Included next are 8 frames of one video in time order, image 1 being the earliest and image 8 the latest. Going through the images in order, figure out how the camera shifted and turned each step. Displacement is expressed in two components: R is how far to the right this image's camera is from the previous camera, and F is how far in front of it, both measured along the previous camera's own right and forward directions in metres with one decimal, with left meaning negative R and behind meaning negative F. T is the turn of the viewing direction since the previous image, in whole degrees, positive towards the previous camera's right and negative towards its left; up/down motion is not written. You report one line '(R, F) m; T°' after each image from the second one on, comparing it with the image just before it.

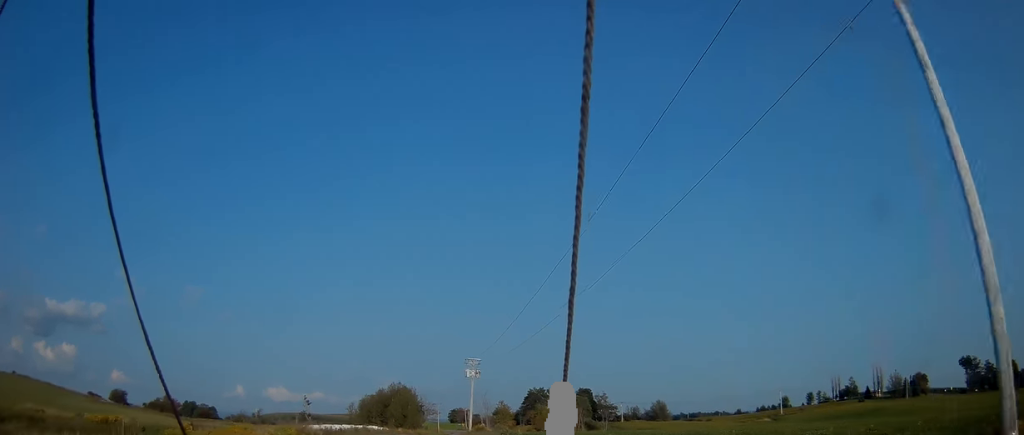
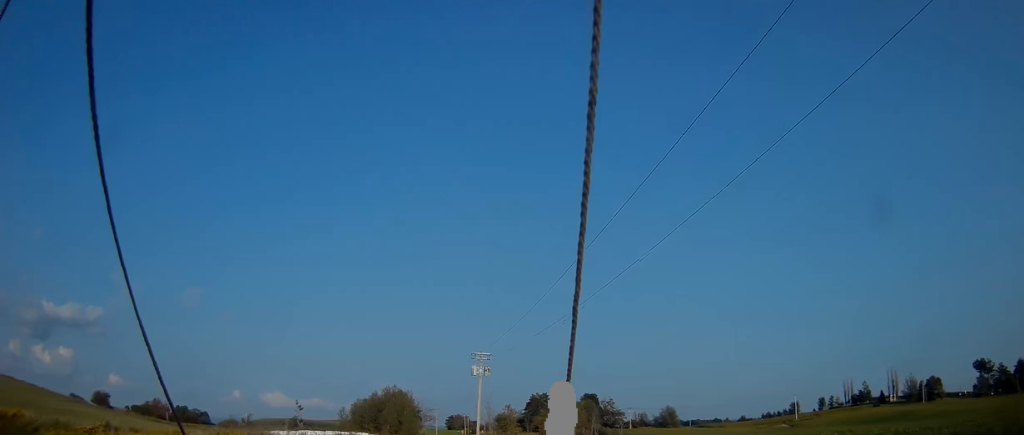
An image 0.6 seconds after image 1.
(-0.1, +14.2) m; +1°
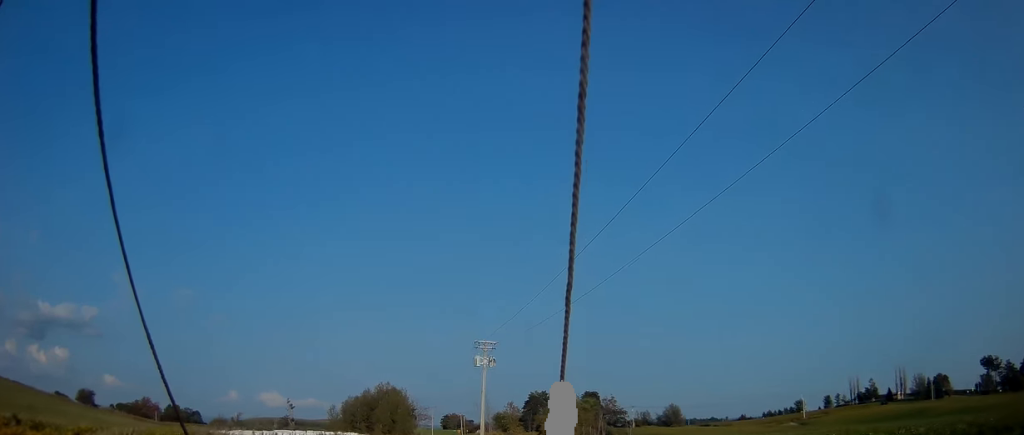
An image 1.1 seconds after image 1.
(+0.2, +9.6) m; 0°
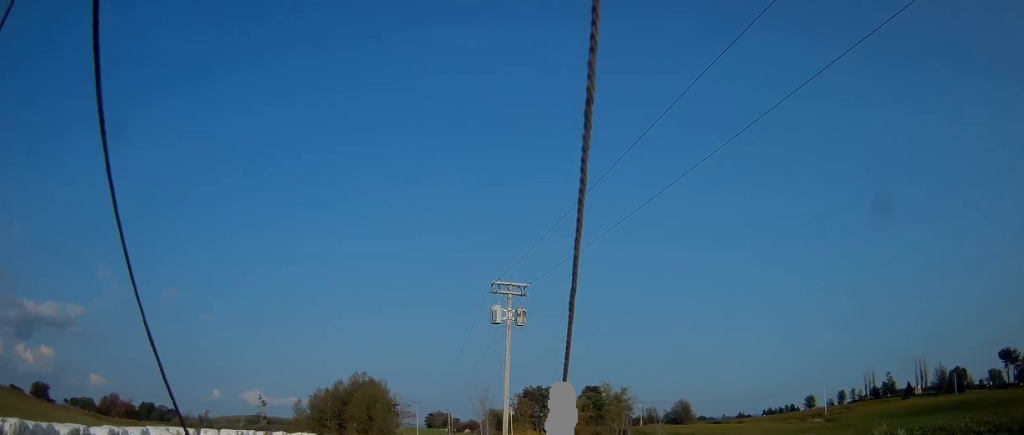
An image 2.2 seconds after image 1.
(+0.2, +25.7) m; 0°
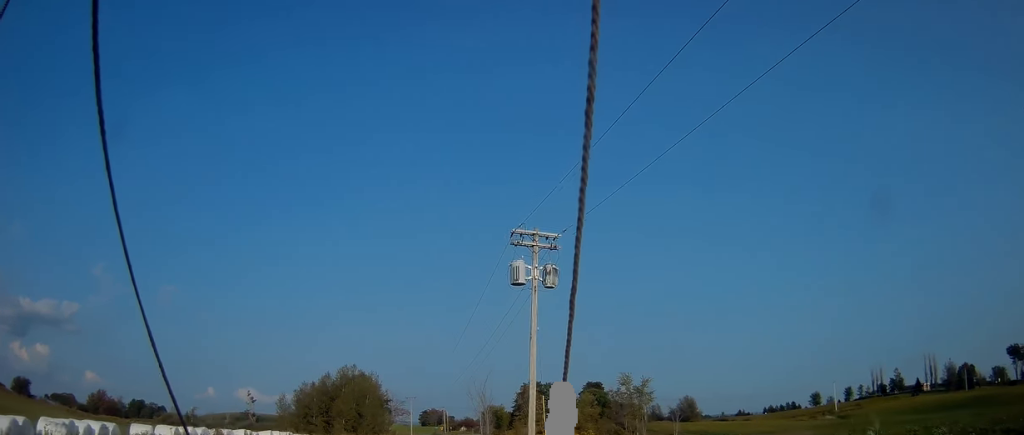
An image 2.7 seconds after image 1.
(0.0, +10.2) m; 0°
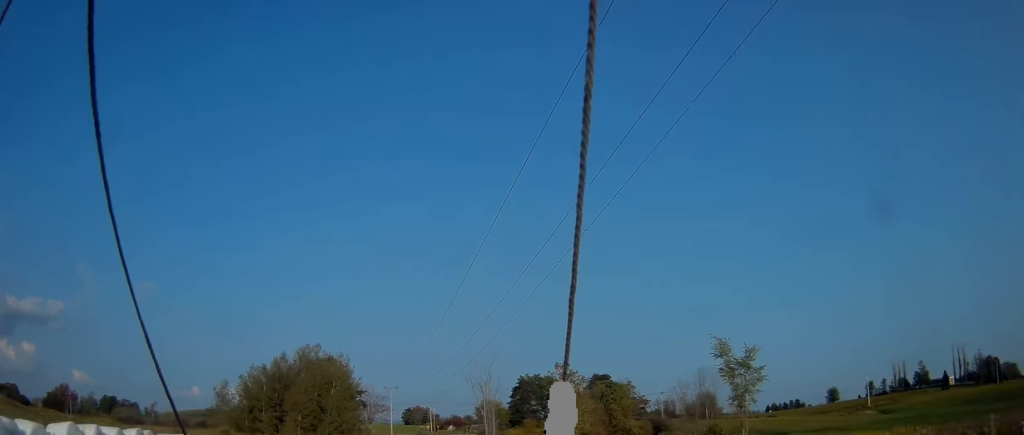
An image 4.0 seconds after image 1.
(+0.3, +27.7) m; +2°
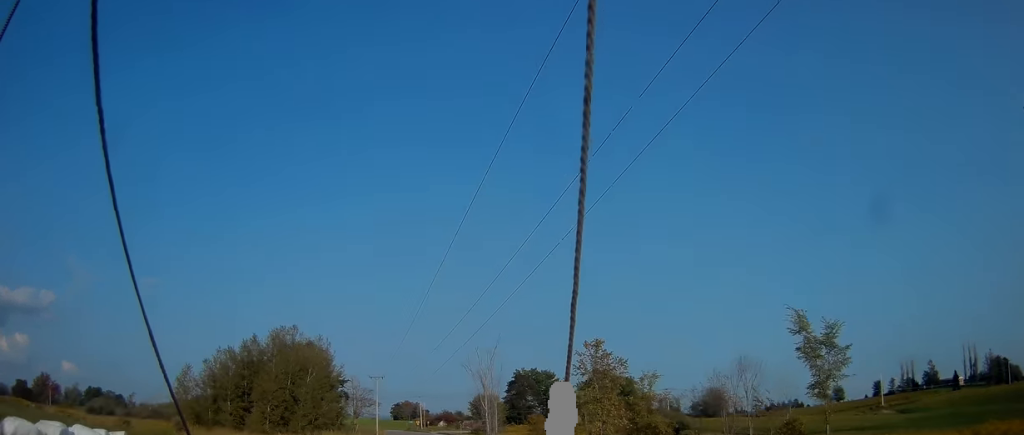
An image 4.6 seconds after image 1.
(+0.1, +12.0) m; +1°
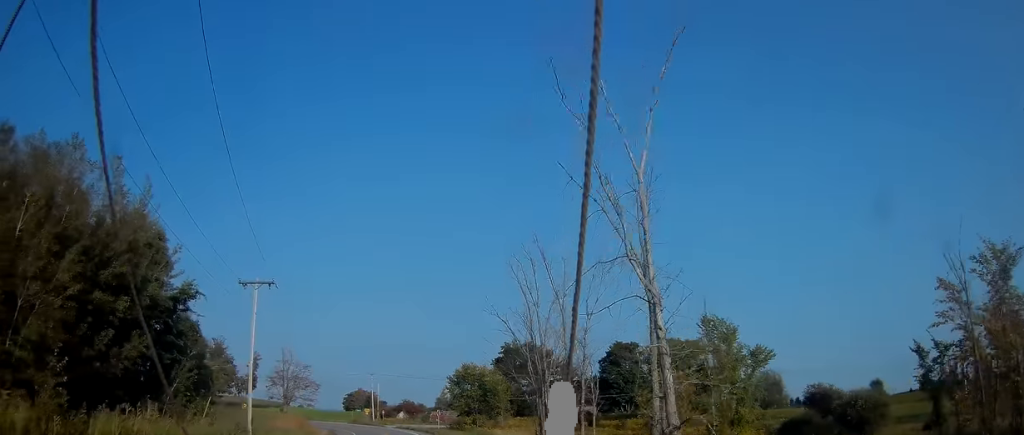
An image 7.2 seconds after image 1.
(+2.5, +53.0) m; +4°
